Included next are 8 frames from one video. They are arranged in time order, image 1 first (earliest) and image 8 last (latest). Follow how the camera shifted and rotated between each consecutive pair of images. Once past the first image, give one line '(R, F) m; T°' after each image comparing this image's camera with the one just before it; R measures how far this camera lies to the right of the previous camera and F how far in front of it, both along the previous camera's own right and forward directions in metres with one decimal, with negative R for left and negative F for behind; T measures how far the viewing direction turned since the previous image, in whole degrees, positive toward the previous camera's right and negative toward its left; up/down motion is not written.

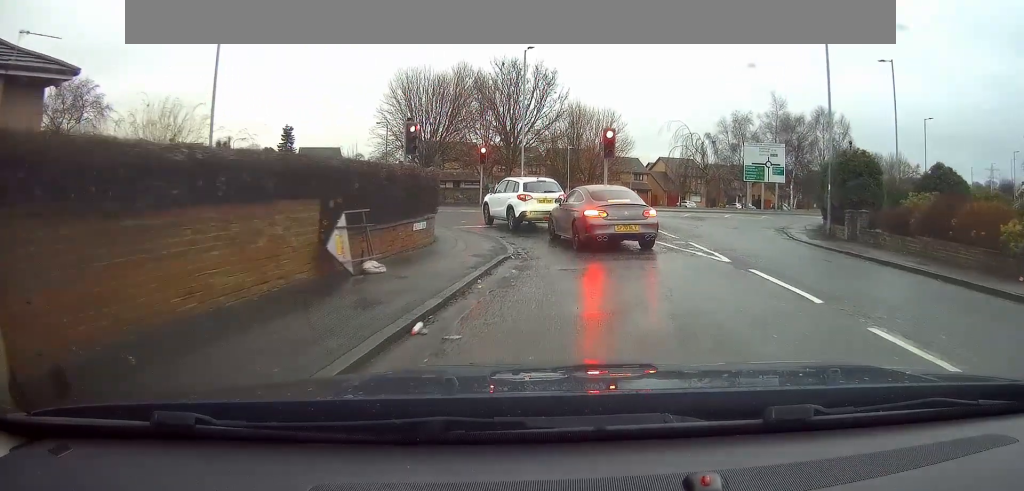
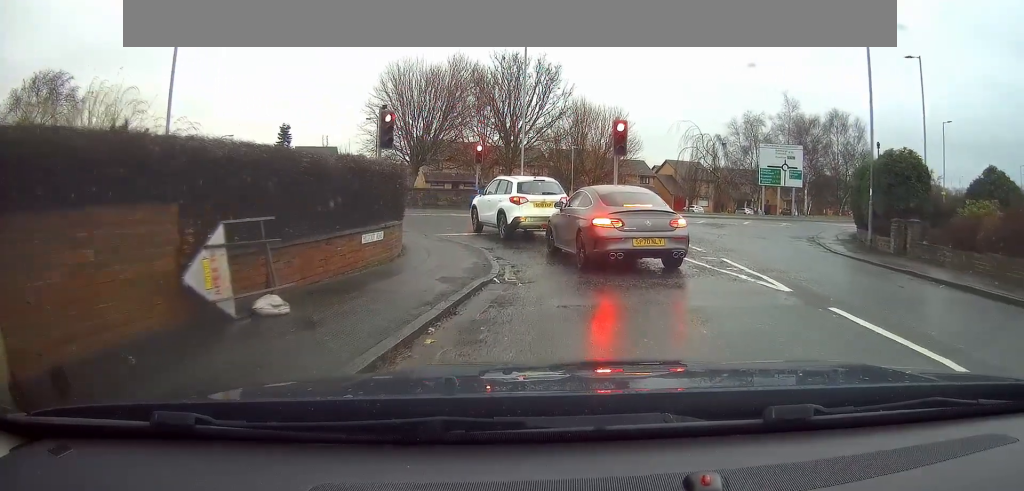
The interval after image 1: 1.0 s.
(-0.1, +2.9) m; -3°
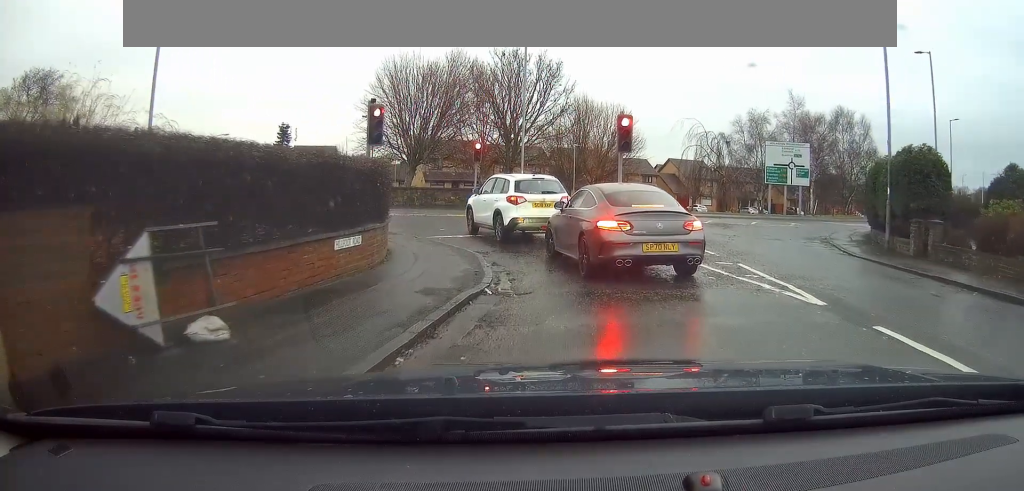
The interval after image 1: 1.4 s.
(0.0, +1.0) m; -1°
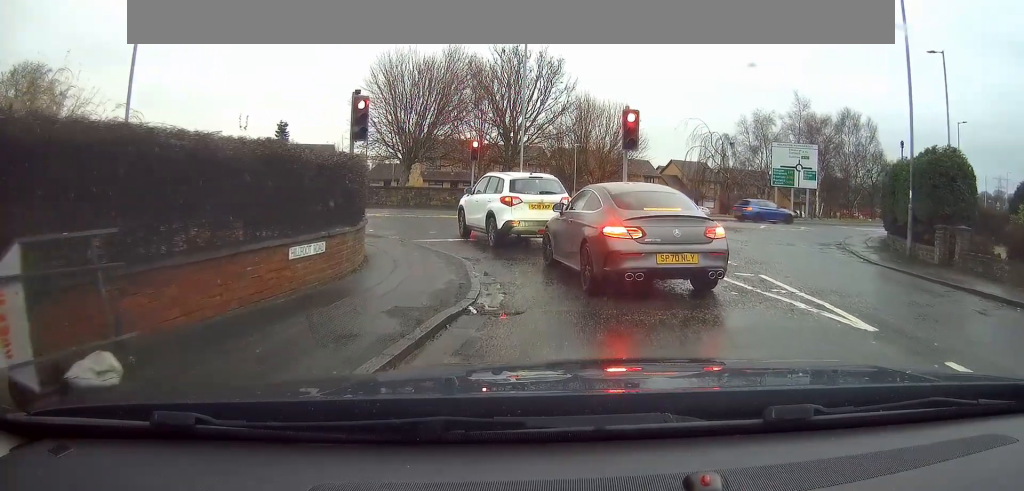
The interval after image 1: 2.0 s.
(0.0, +1.1) m; 0°
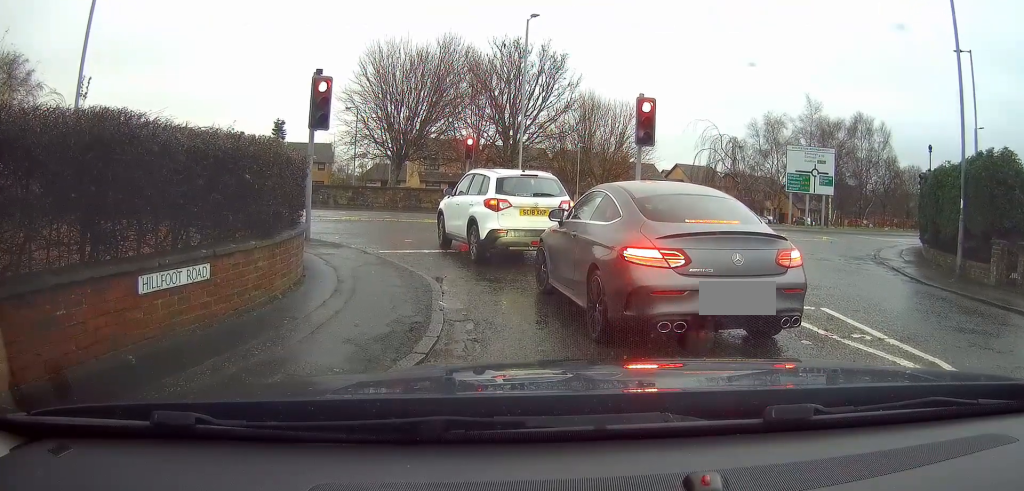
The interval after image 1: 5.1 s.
(+0.1, +2.0) m; 0°
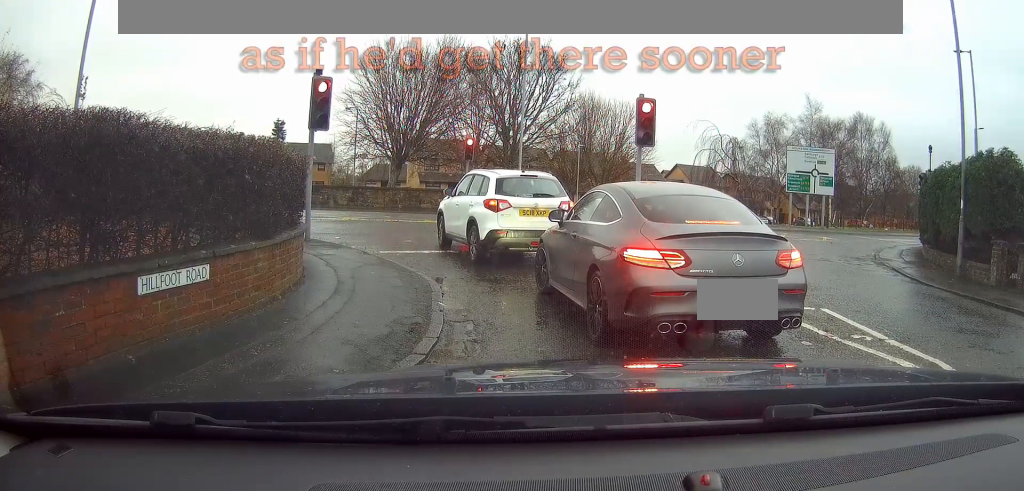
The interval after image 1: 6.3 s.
(0.0, 0.0) m; 0°
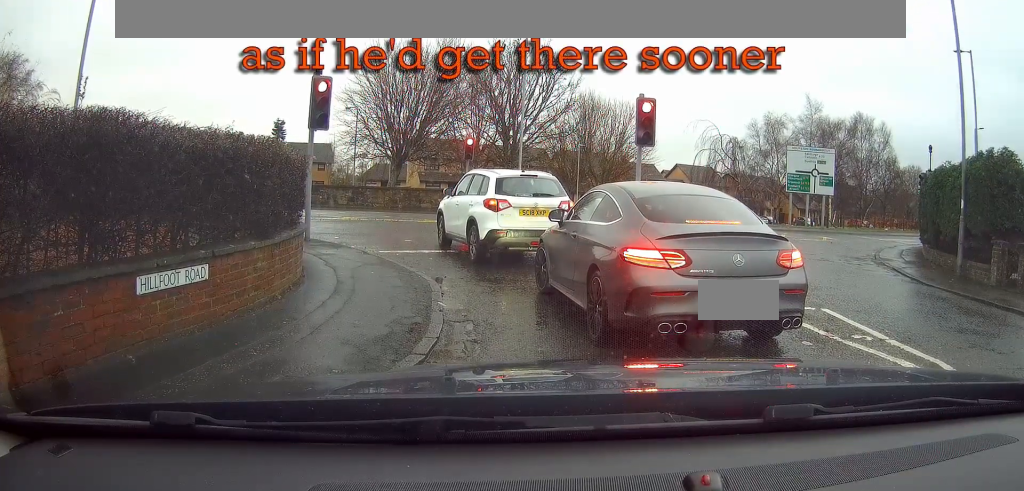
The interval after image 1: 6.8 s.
(0.0, 0.0) m; 0°
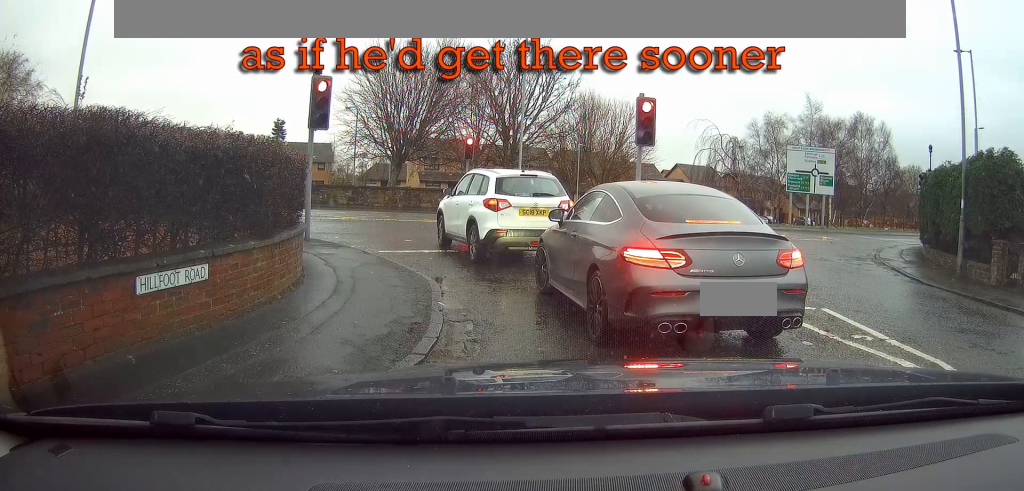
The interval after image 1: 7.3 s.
(0.0, 0.0) m; 0°
